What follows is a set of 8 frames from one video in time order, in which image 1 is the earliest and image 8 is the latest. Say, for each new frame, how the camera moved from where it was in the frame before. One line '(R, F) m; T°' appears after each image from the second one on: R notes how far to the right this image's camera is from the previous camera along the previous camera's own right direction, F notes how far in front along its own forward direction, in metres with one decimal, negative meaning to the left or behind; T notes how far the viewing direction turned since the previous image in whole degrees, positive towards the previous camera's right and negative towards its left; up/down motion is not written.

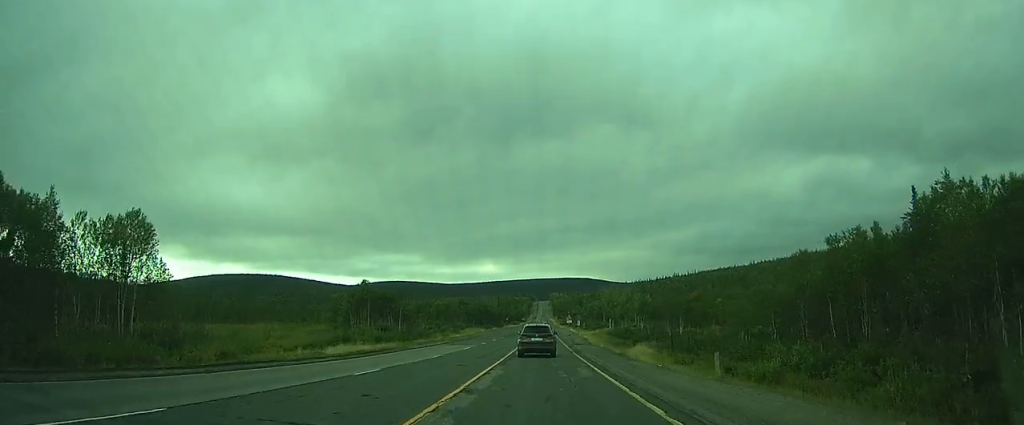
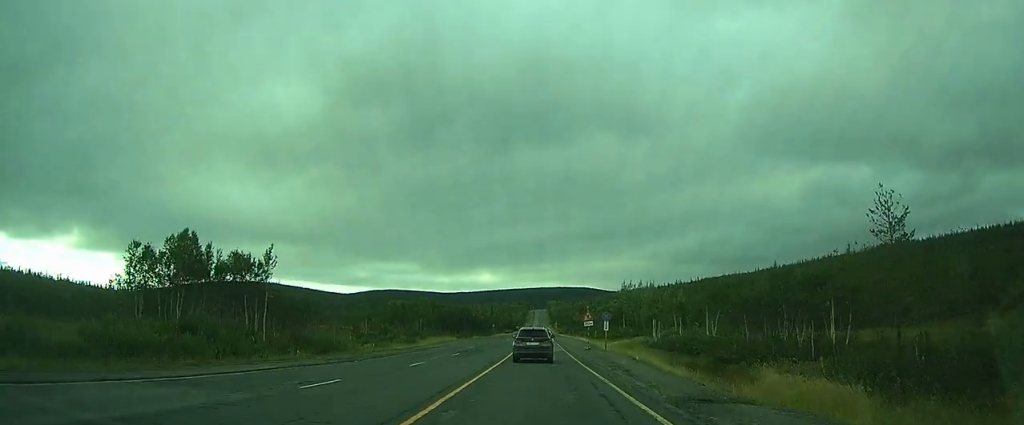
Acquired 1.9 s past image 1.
(+0.2, +44.5) m; 0°
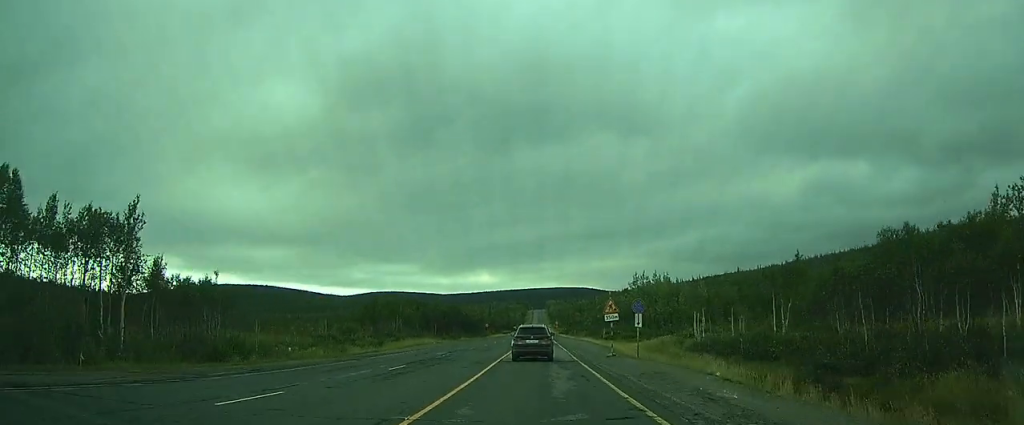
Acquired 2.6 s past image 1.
(-0.1, +17.6) m; 0°
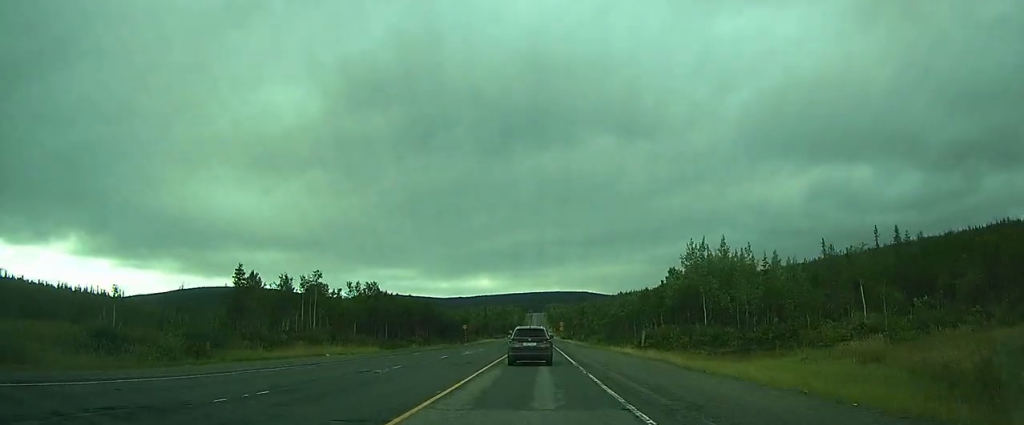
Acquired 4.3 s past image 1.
(0.0, +40.3) m; 0°
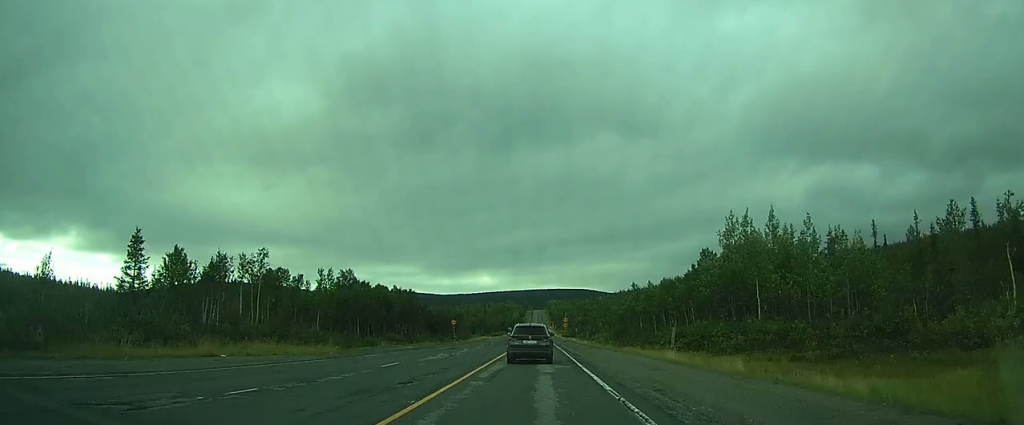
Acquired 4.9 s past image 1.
(0.0, +14.0) m; 0°
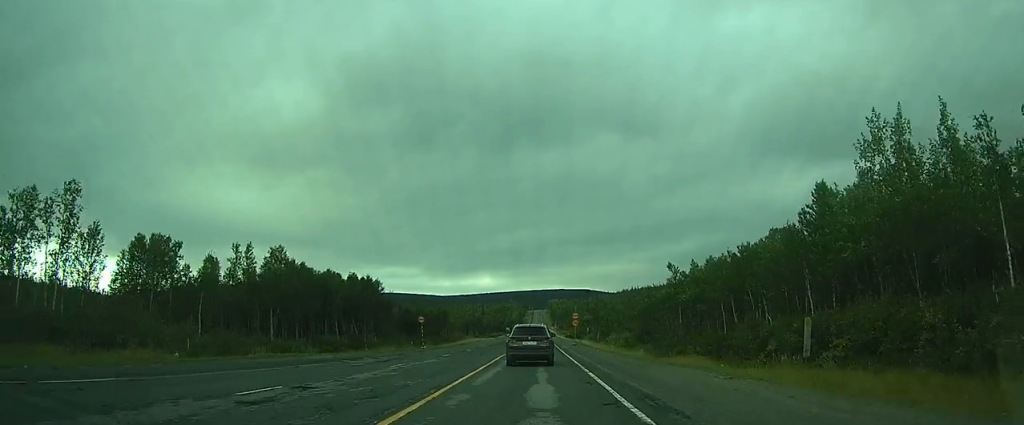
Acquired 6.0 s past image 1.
(0.0, +24.6) m; 0°
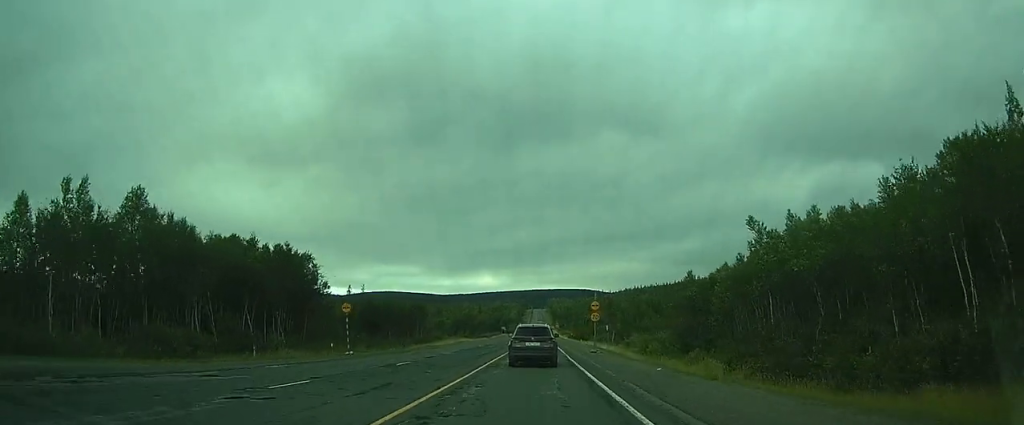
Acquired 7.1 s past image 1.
(0.0, +25.1) m; 0°
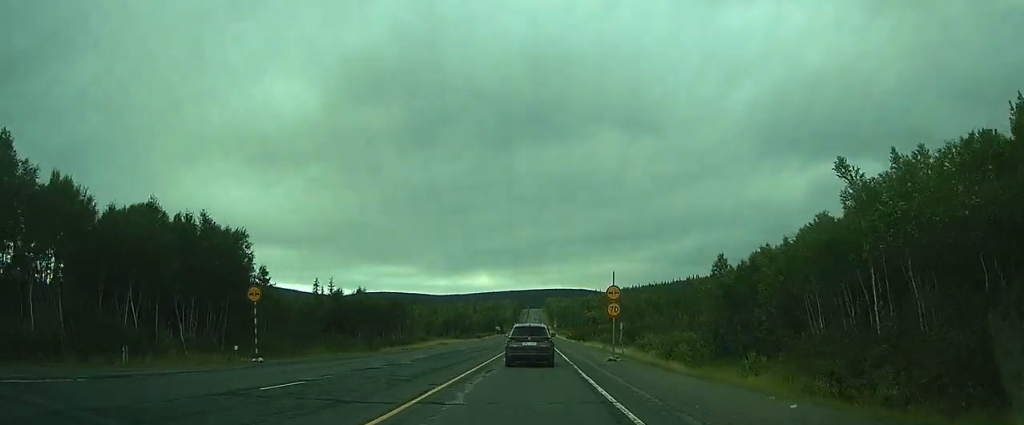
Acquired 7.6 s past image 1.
(0.0, +12.9) m; 0°
